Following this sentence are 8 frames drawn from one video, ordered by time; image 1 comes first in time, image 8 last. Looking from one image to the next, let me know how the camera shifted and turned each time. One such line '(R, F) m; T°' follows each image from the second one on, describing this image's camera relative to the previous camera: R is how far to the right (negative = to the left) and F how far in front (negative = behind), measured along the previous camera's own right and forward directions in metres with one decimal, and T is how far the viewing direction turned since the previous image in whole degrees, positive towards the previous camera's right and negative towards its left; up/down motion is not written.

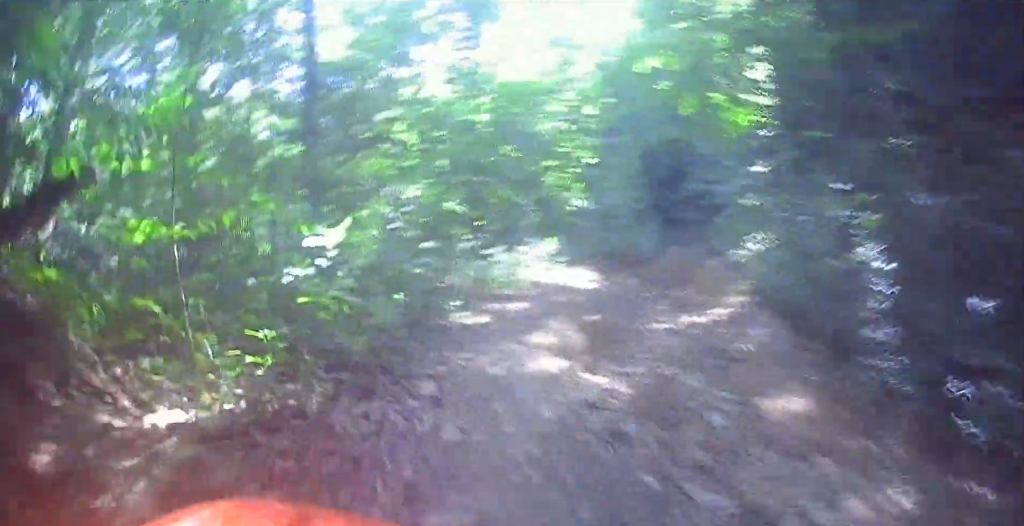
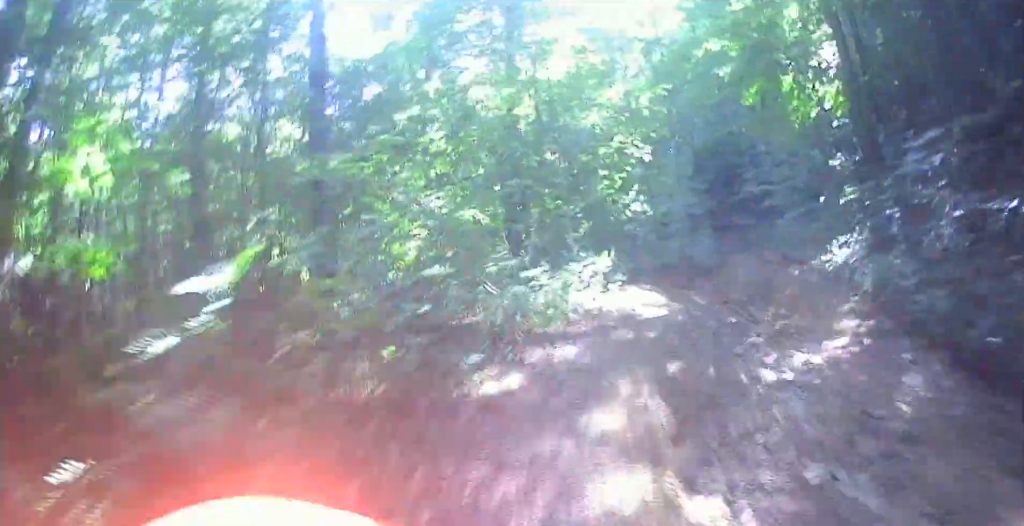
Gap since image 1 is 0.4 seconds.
(+0.1, +1.8) m; -3°
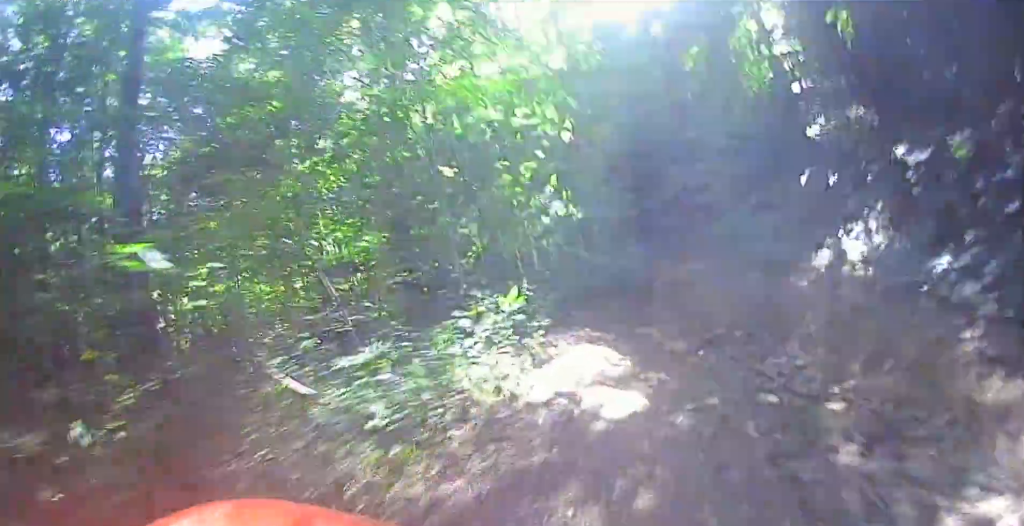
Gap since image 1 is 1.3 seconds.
(-0.2, +3.3) m; +1°
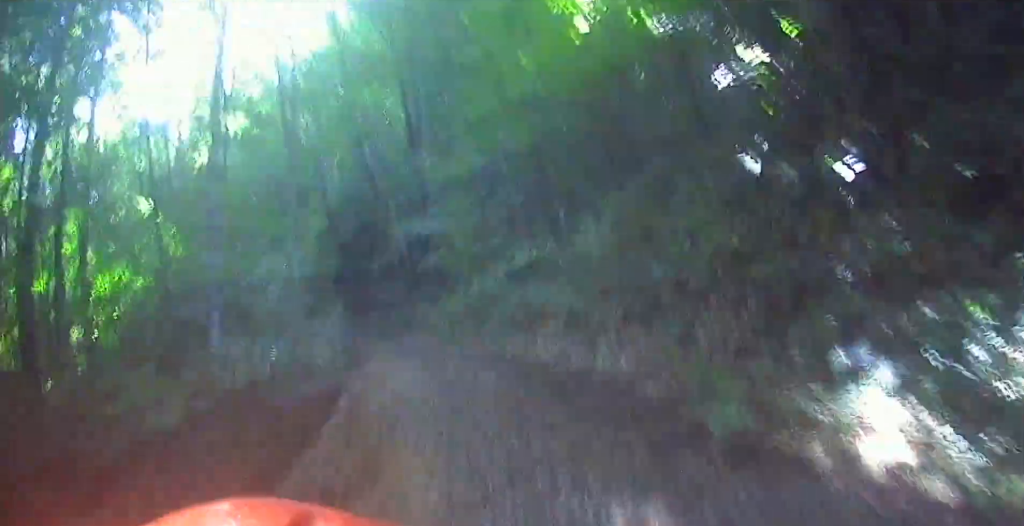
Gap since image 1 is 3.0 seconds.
(+1.1, +5.7) m; +25°
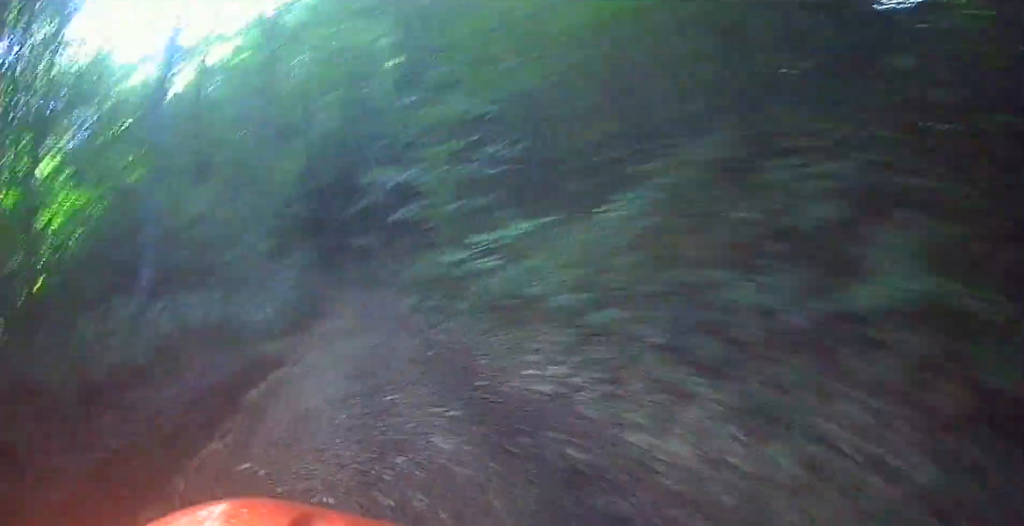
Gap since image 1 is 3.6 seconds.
(+0.1, +2.1) m; +4°
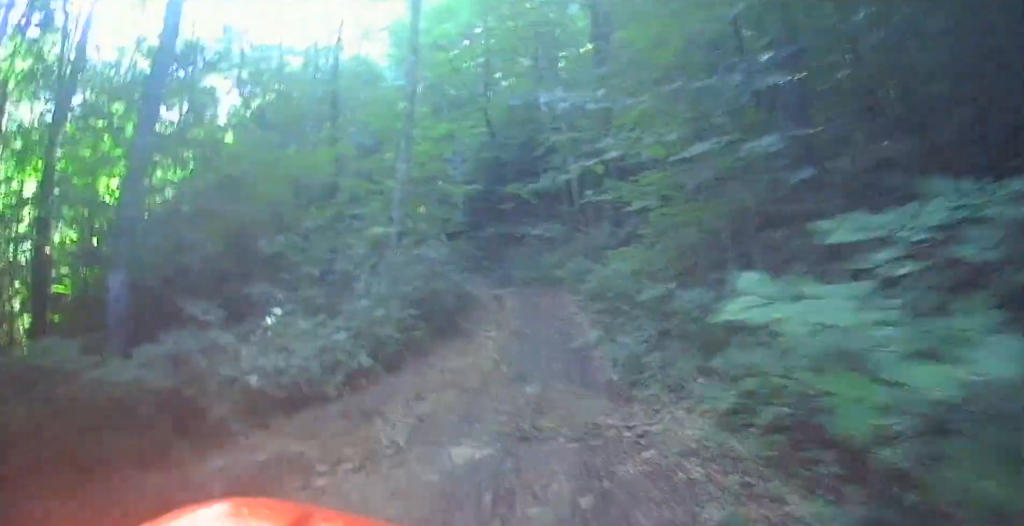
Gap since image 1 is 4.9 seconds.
(+0.2, +5.8) m; +2°
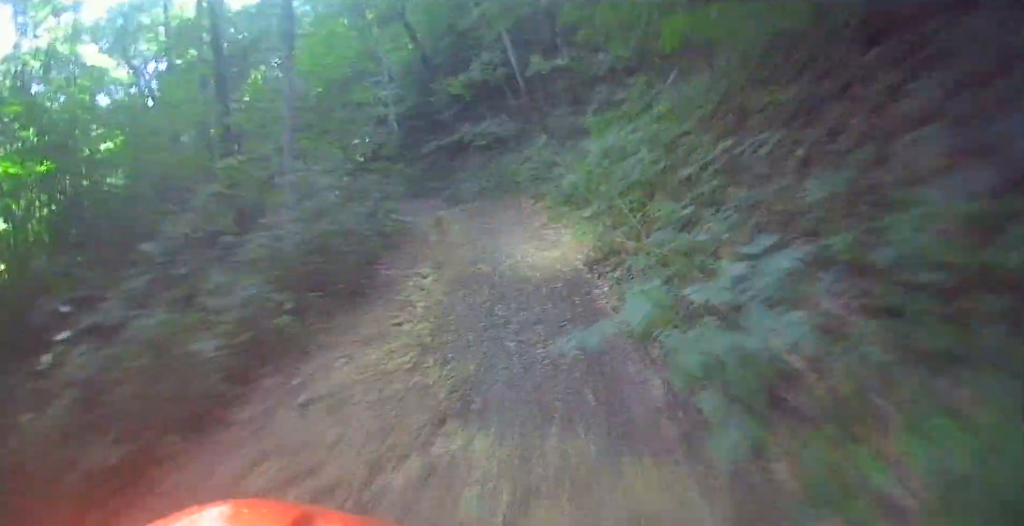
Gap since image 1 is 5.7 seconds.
(+0.2, +4.8) m; -5°
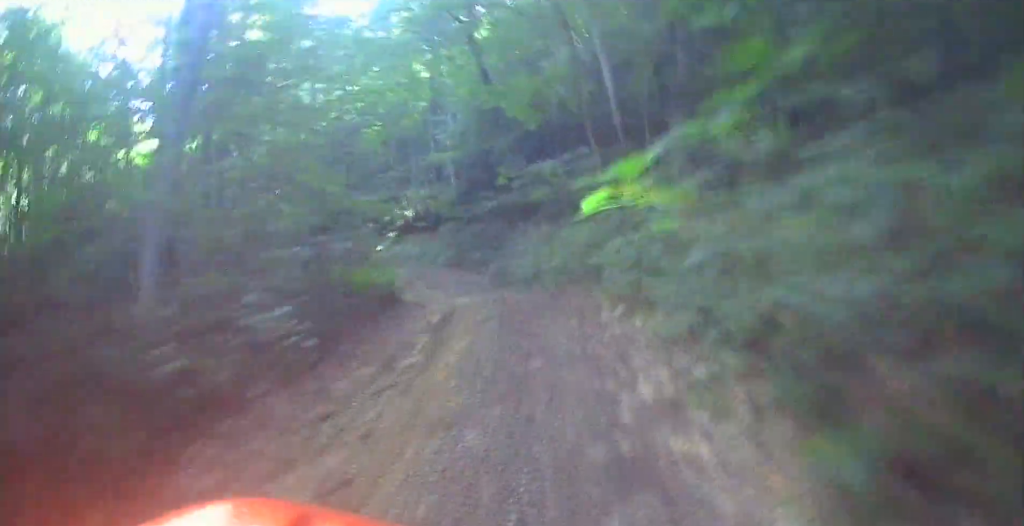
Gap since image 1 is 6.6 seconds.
(-0.7, +5.9) m; -1°
